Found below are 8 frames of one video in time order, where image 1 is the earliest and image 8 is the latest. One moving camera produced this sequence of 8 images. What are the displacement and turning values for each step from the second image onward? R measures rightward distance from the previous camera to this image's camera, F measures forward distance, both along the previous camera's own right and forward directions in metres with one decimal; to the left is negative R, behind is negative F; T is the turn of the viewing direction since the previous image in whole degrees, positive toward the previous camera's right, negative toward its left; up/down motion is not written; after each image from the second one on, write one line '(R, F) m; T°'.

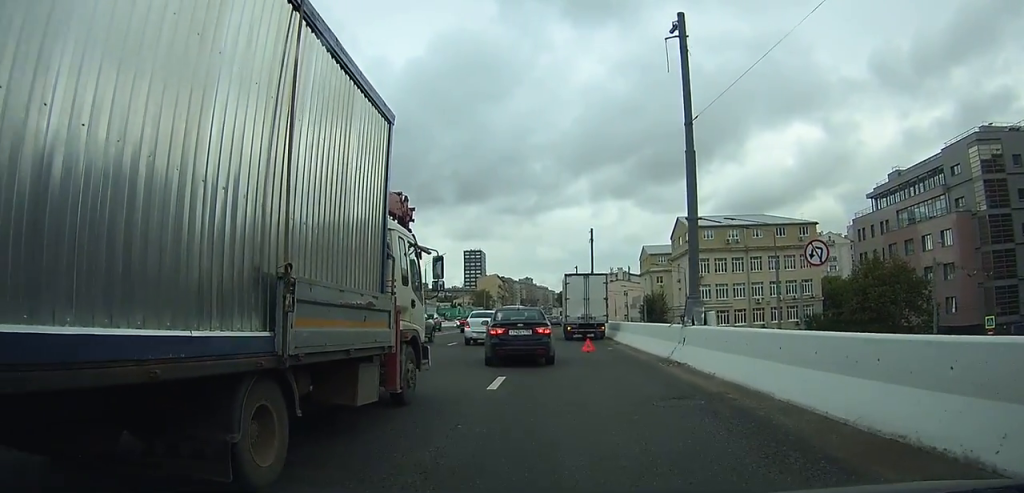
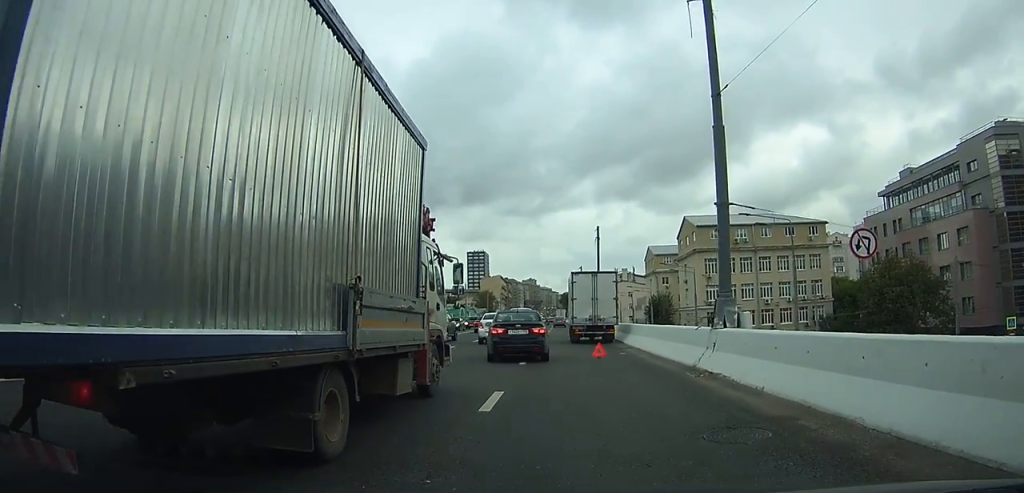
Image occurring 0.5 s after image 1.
(0.0, +2.3) m; -2°
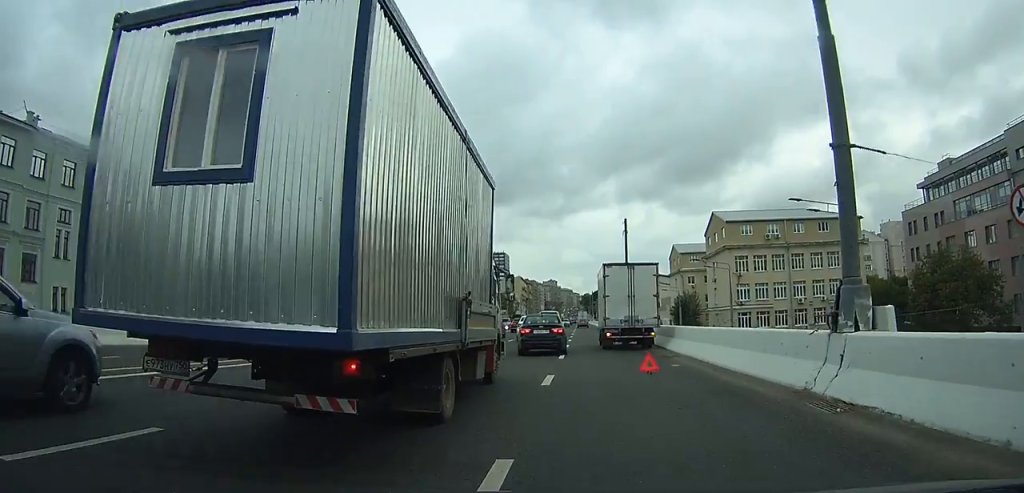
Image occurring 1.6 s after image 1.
(-0.2, +4.9) m; -3°
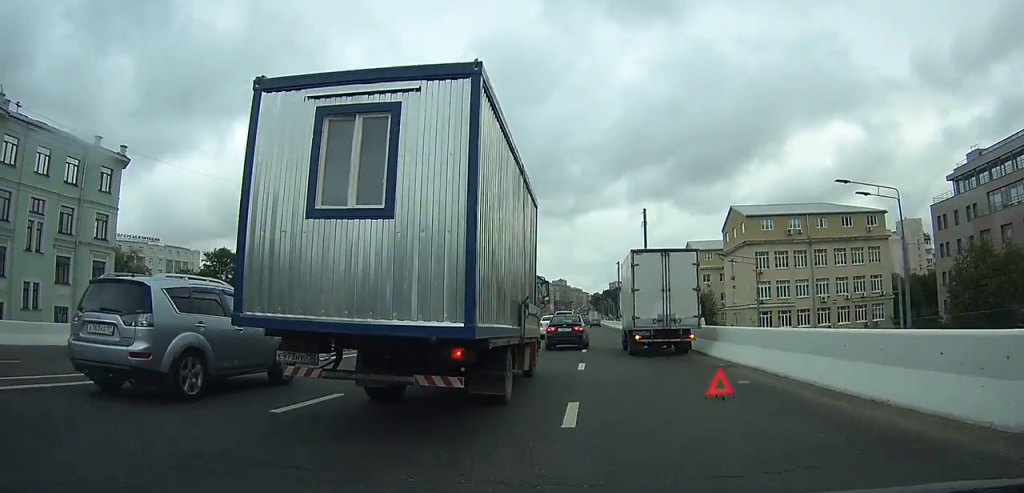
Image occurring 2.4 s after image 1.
(0.0, +4.4) m; +1°
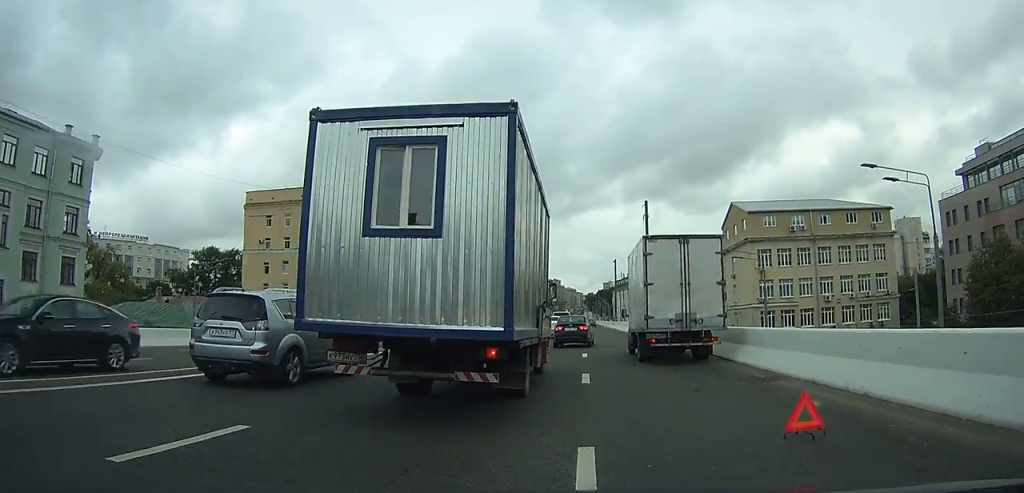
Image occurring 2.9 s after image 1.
(0.0, +3.0) m; +1°
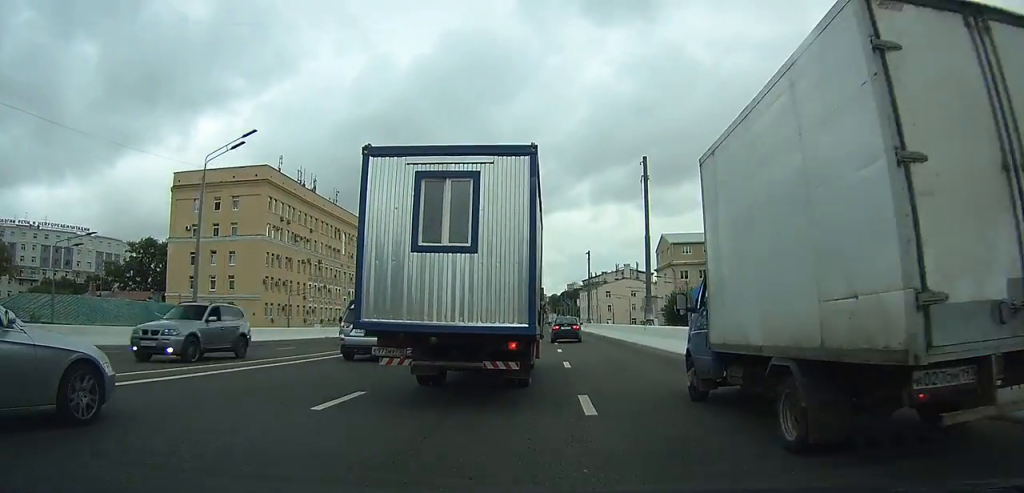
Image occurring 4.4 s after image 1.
(+0.5, +11.6) m; +4°
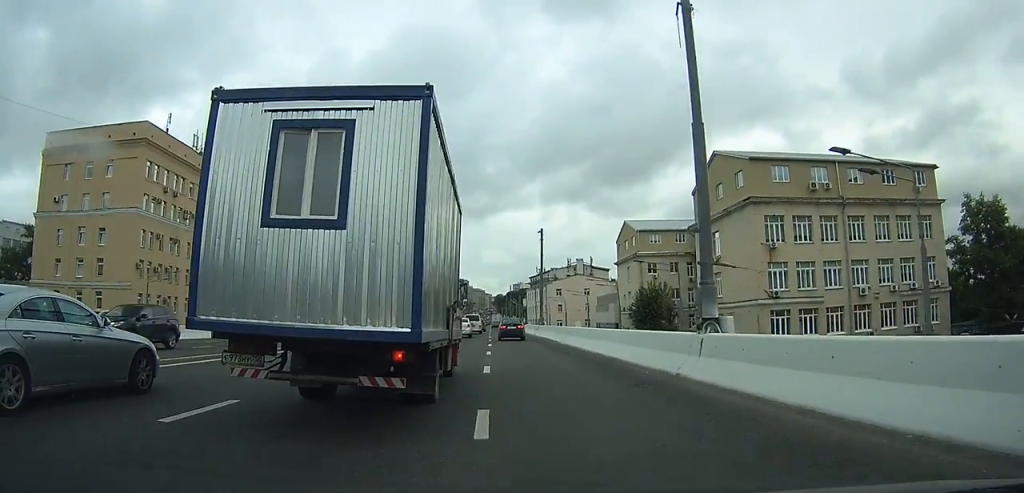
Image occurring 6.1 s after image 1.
(+0.7, +16.7) m; +4°
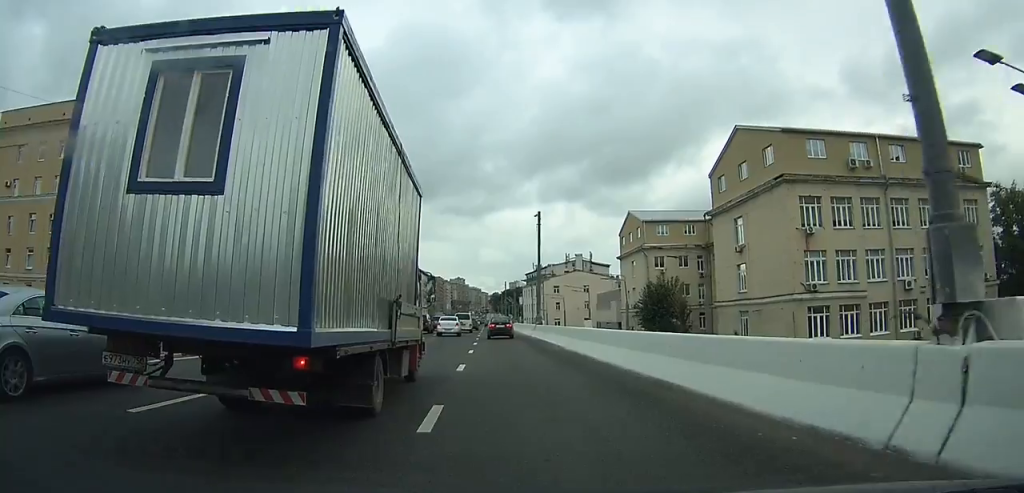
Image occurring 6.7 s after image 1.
(+0.1, +7.4) m; +1°
